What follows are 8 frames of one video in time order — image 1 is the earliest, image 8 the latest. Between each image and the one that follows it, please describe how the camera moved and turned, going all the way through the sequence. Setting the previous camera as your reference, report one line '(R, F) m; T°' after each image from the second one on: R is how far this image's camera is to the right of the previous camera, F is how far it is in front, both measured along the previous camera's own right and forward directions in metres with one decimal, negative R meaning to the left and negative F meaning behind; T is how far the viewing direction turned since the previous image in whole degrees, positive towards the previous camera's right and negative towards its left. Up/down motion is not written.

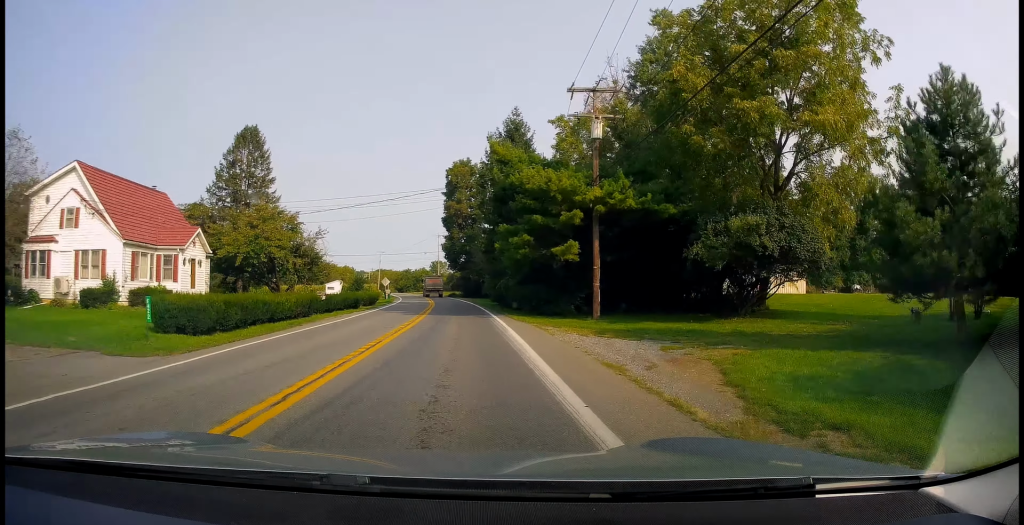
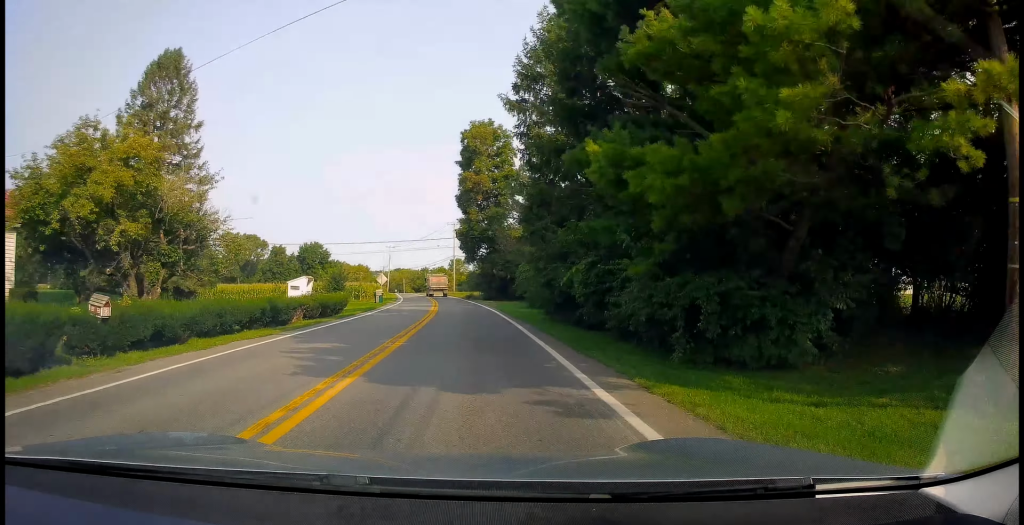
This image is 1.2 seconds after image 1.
(-0.3, +20.9) m; -2°
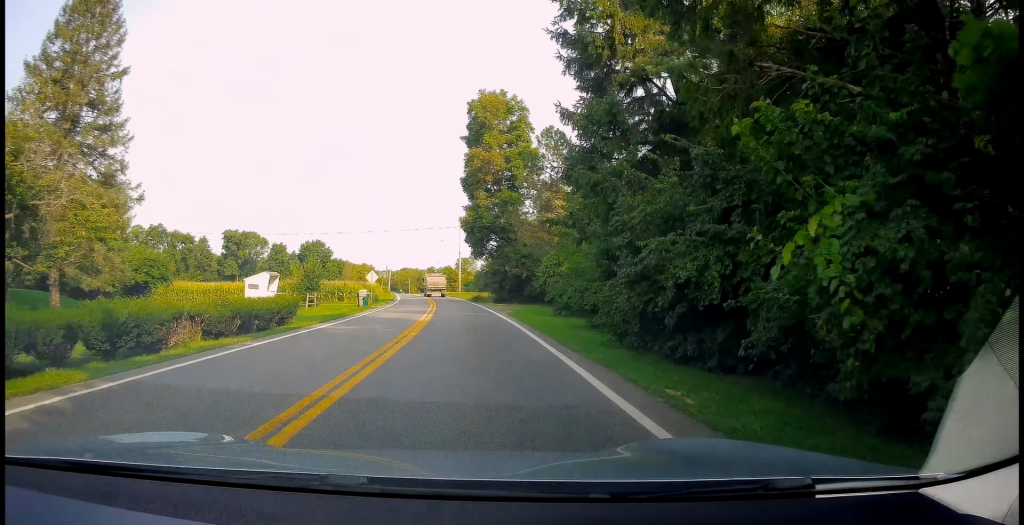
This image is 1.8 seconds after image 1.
(-0.1, +10.7) m; -1°
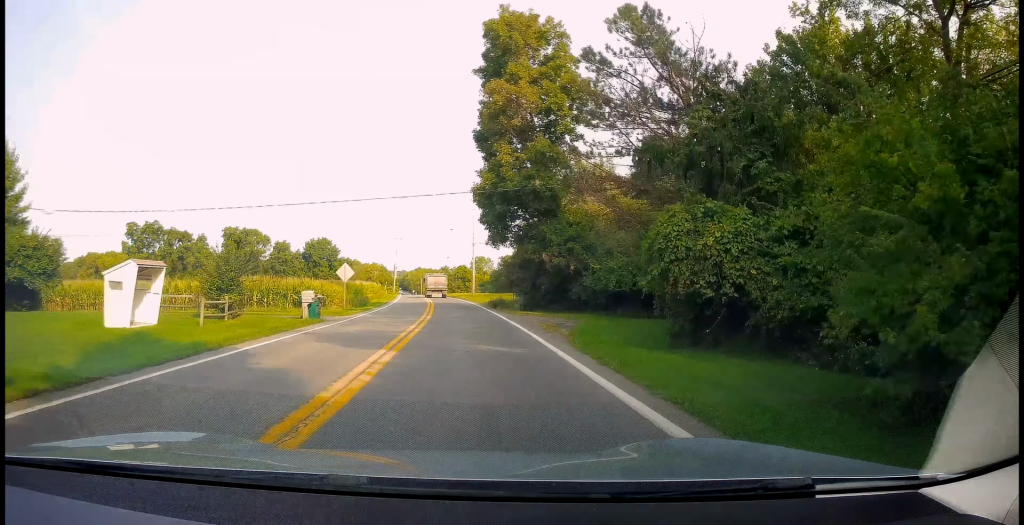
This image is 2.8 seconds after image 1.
(-0.2, +18.0) m; -1°
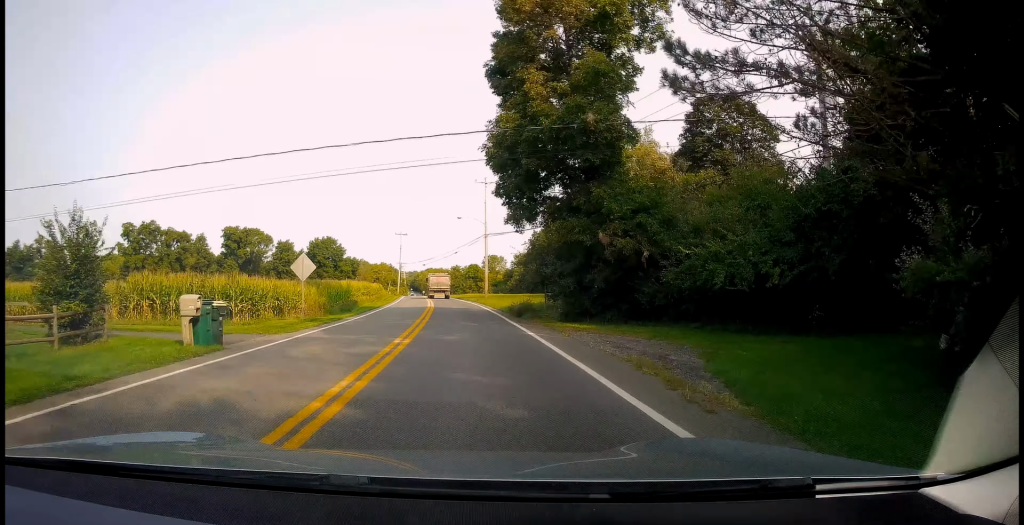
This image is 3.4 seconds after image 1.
(0.0, +11.9) m; -1°
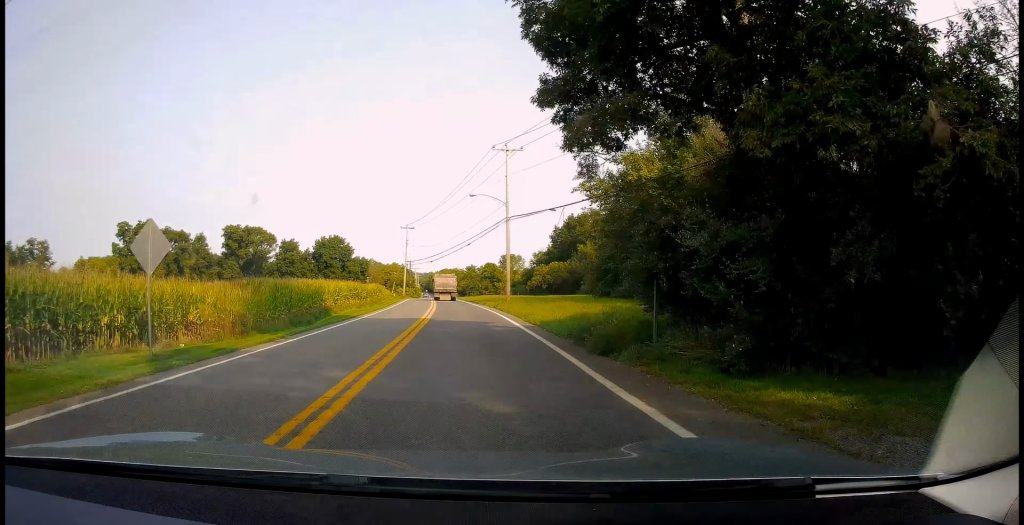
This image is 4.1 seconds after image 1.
(-0.2, +14.4) m; -2°
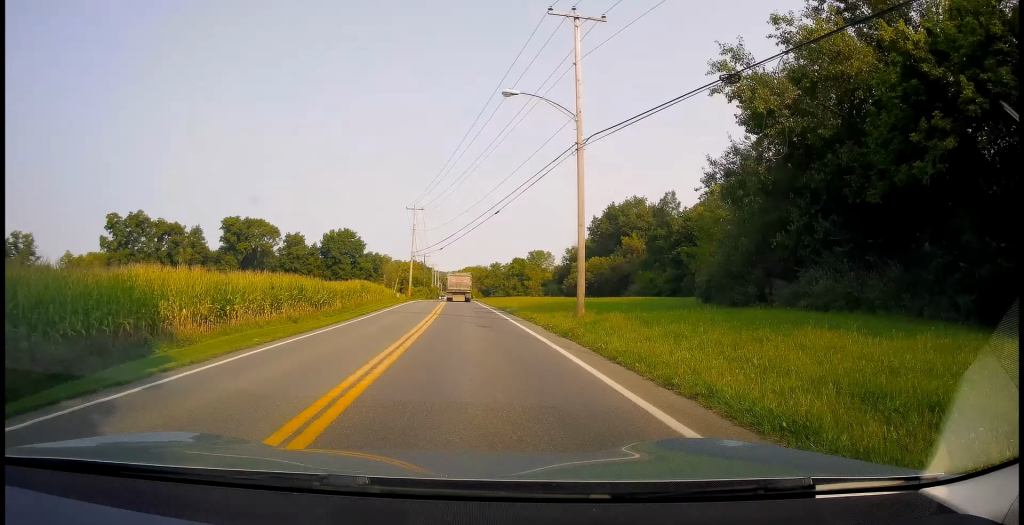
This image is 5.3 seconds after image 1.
(-0.8, +23.3) m; -2°
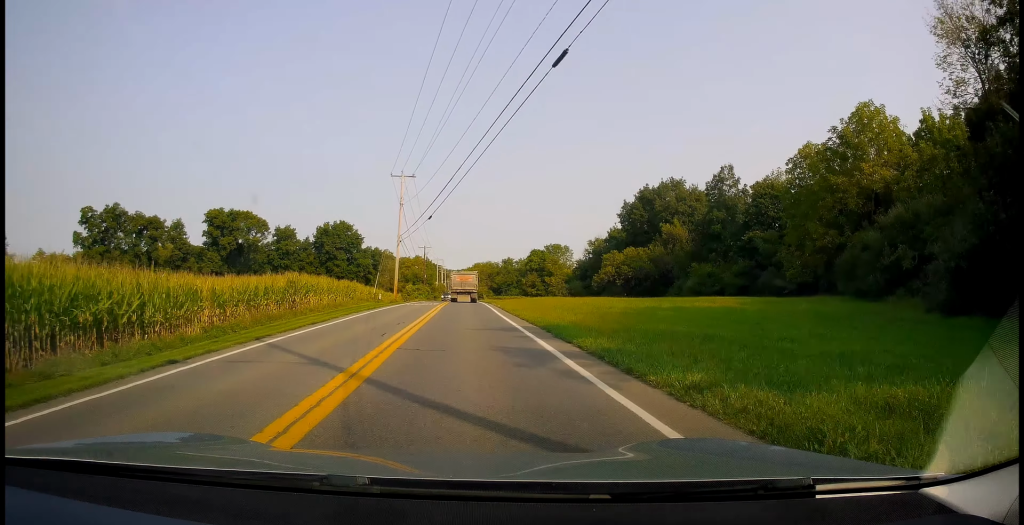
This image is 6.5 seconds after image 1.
(+0.2, +22.4) m; -1°
